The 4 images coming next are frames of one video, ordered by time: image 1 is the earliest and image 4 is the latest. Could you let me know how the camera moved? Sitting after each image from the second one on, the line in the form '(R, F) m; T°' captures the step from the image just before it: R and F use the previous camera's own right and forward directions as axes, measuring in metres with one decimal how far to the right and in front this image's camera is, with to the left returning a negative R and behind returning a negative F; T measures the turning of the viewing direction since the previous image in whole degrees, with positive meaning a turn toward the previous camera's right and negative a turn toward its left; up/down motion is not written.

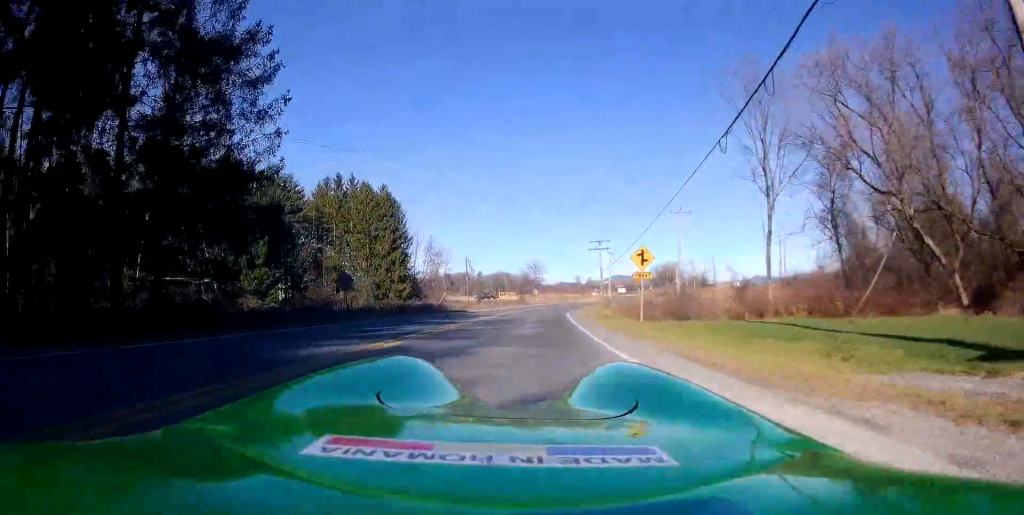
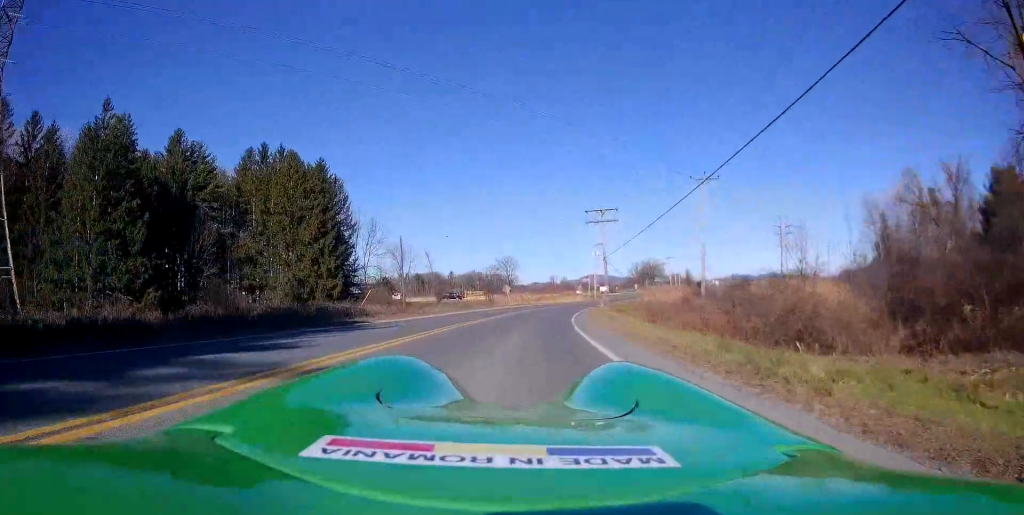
(+0.9, +21.3) m; +4°
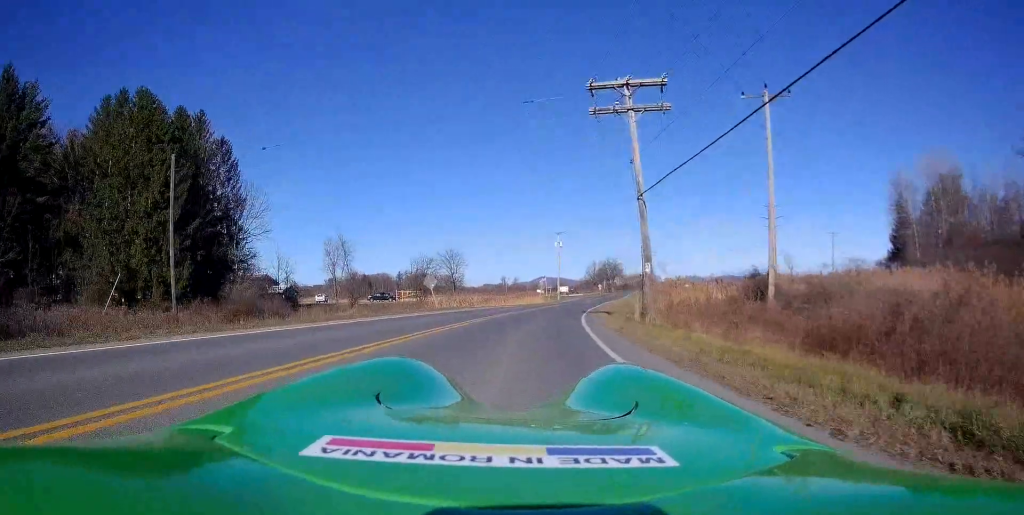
(-0.7, +24.8) m; +2°
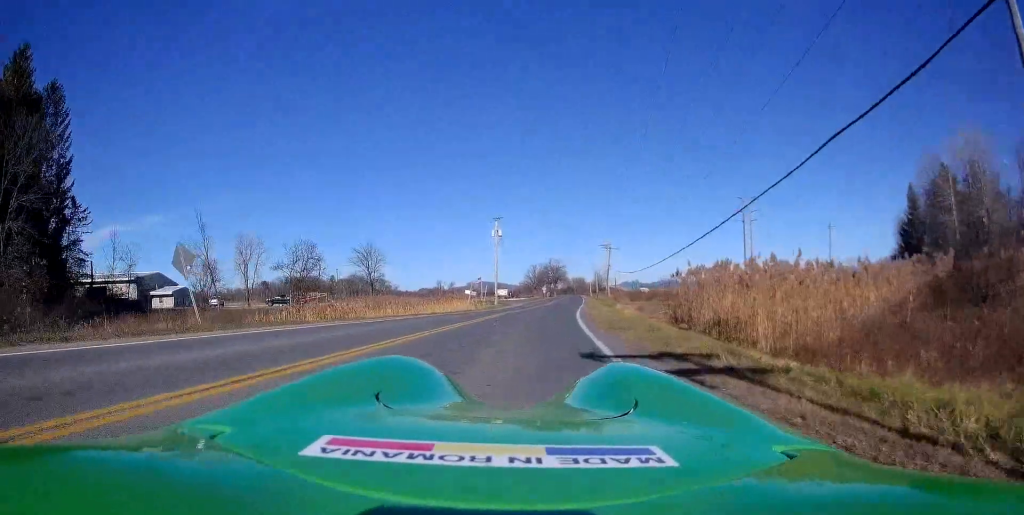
(+2.4, +23.3) m; +7°
